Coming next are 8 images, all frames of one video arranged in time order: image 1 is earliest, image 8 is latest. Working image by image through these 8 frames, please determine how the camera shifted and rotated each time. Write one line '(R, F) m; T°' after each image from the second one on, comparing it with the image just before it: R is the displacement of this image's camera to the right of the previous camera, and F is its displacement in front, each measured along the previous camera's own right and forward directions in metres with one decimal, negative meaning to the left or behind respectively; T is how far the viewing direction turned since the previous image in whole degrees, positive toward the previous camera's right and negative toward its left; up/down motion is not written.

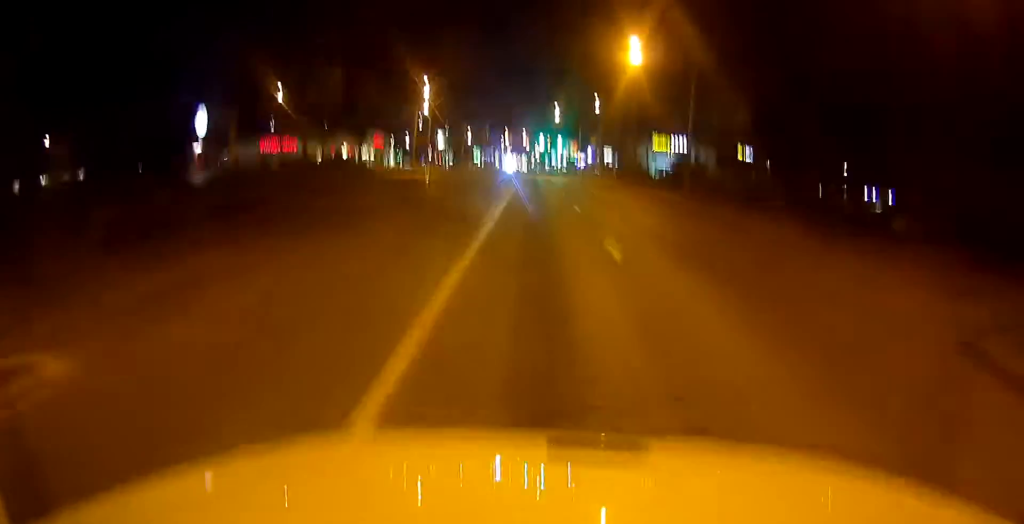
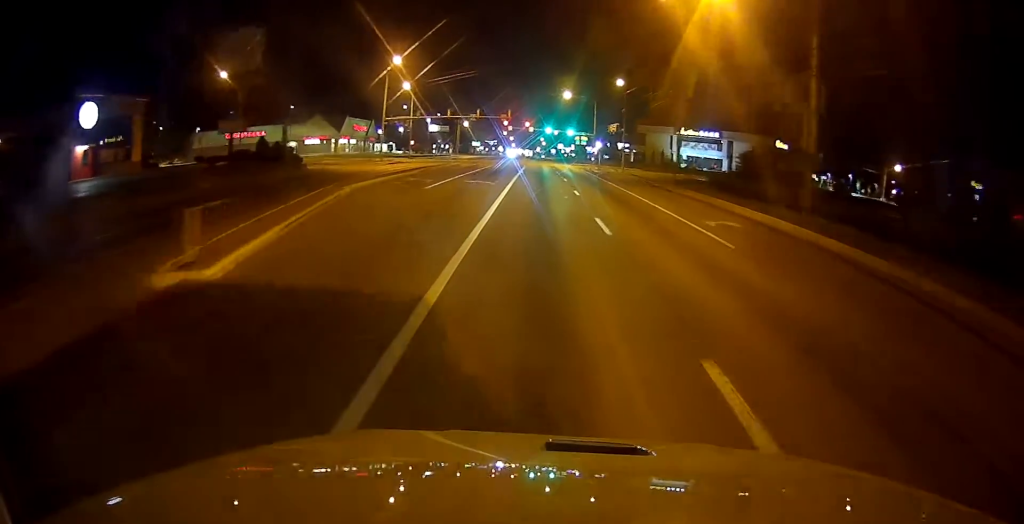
(-0.7, +22.3) m; 0°
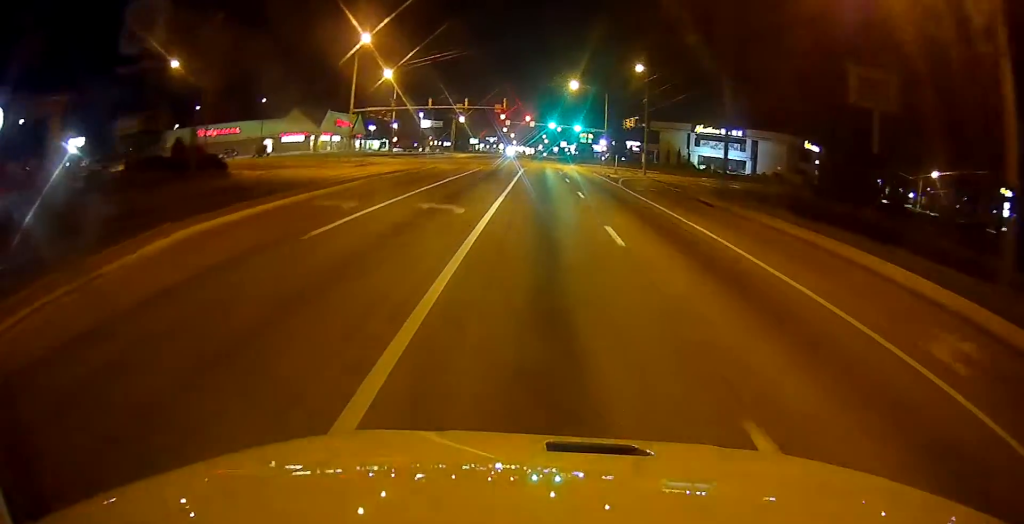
(+0.5, +13.8) m; 0°
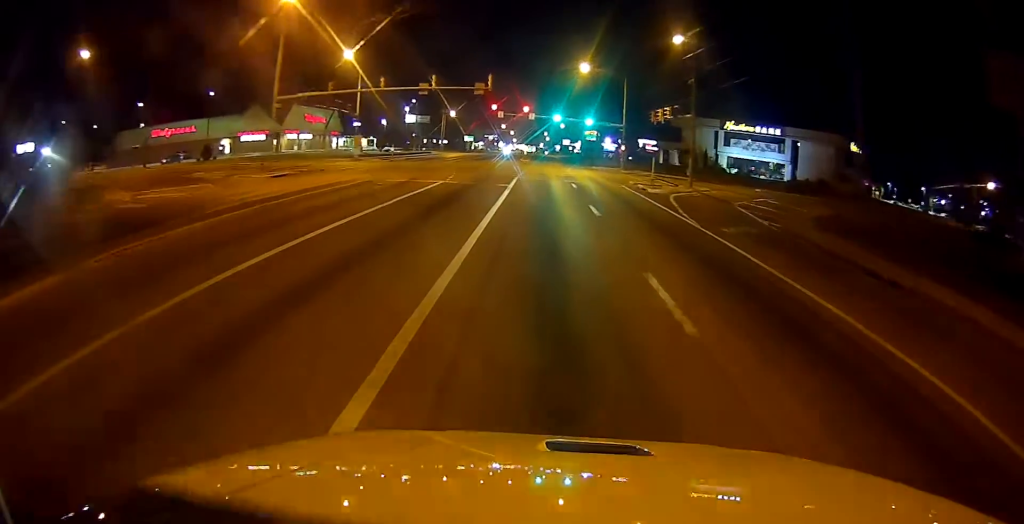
(-0.6, +18.6) m; 0°
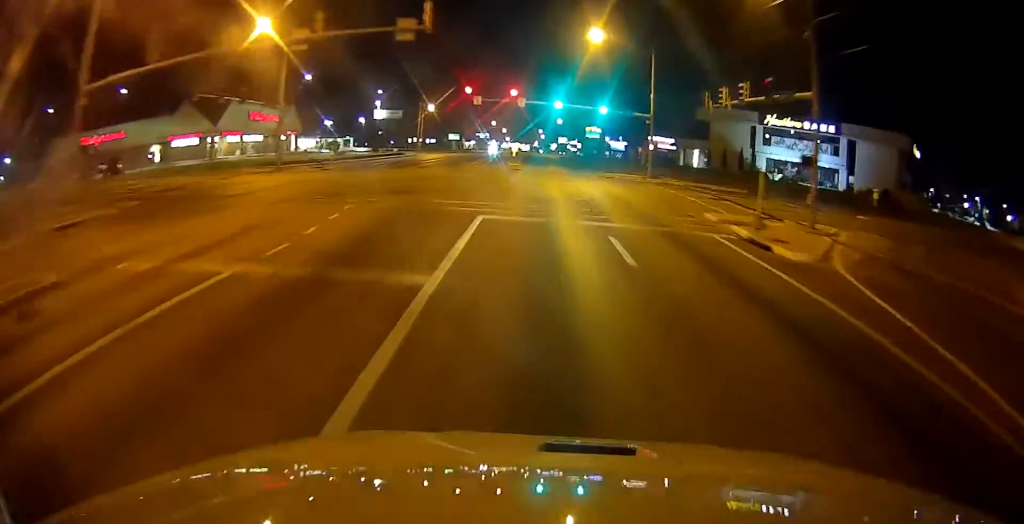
(+0.6, +20.8) m; 0°
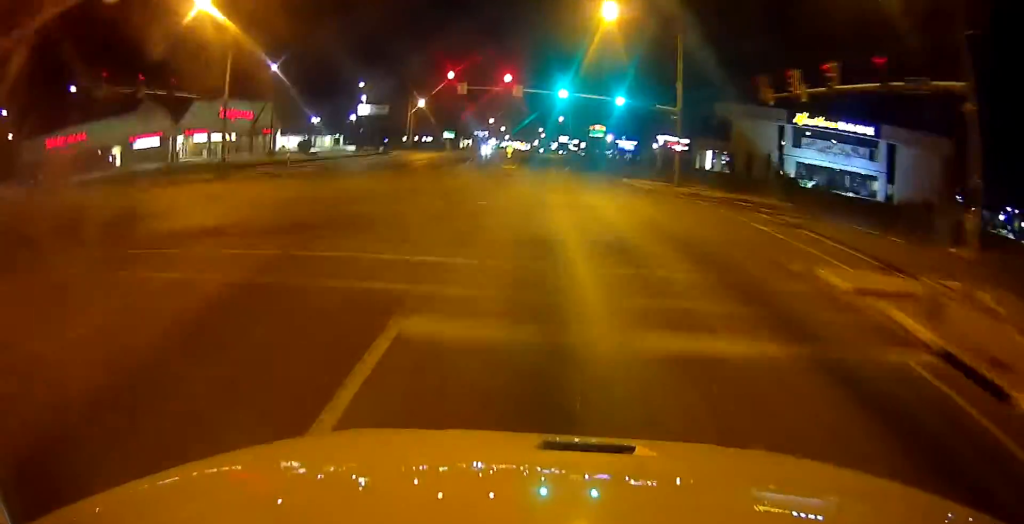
(-0.4, +10.0) m; 0°
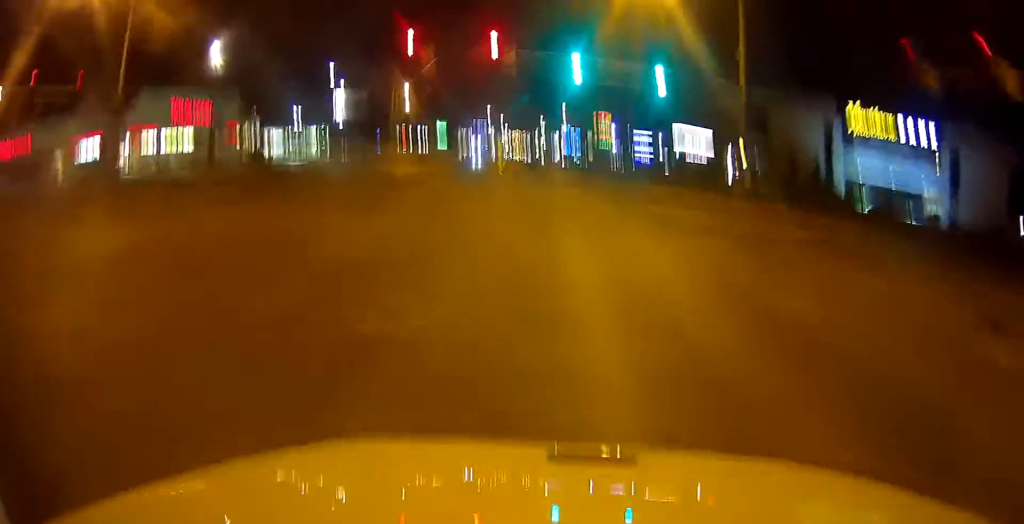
(0.0, +12.9) m; 0°
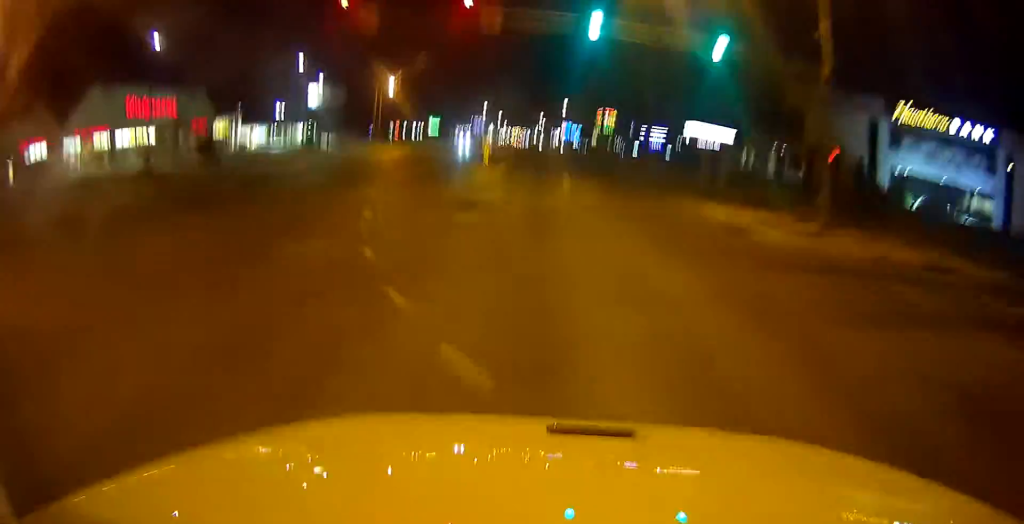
(+0.4, +9.3) m; 0°
